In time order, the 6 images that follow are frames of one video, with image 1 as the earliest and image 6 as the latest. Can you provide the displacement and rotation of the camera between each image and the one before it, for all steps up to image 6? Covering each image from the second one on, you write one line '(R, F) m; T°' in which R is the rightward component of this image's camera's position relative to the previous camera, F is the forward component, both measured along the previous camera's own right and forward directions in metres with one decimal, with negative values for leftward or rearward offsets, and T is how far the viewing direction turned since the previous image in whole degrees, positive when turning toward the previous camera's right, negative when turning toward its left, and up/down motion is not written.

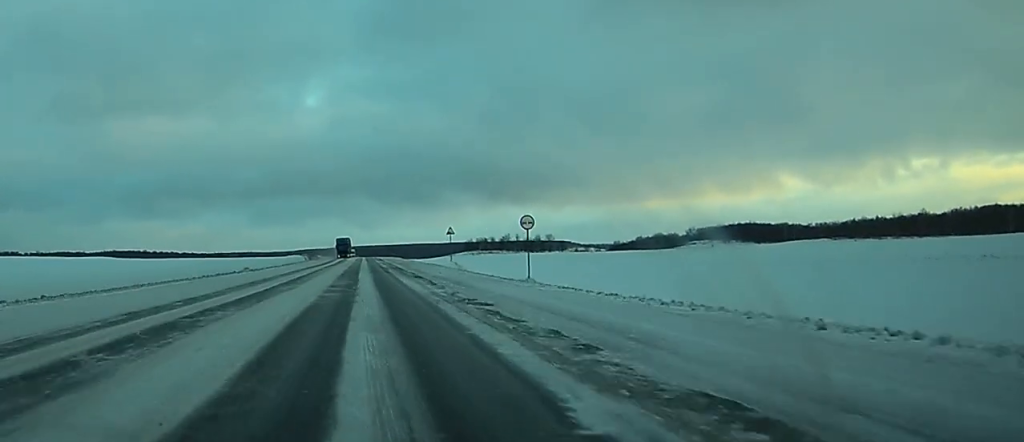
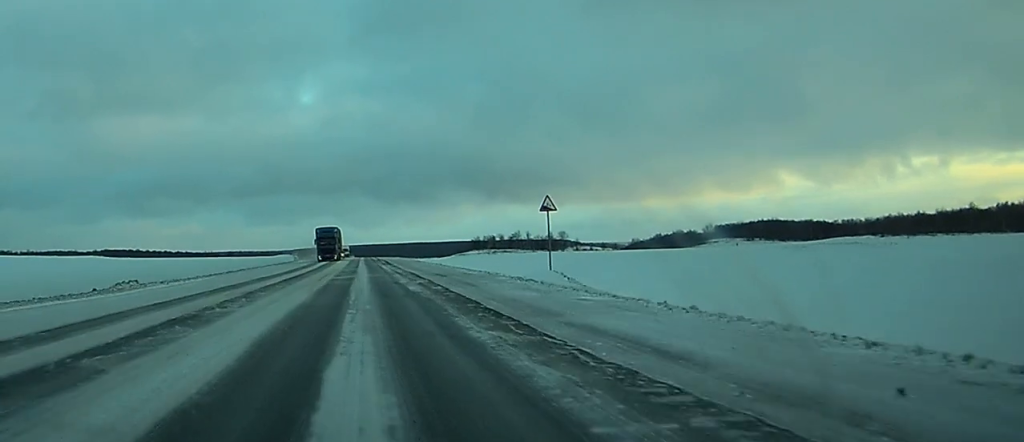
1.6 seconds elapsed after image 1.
(0.0, +47.0) m; 0°
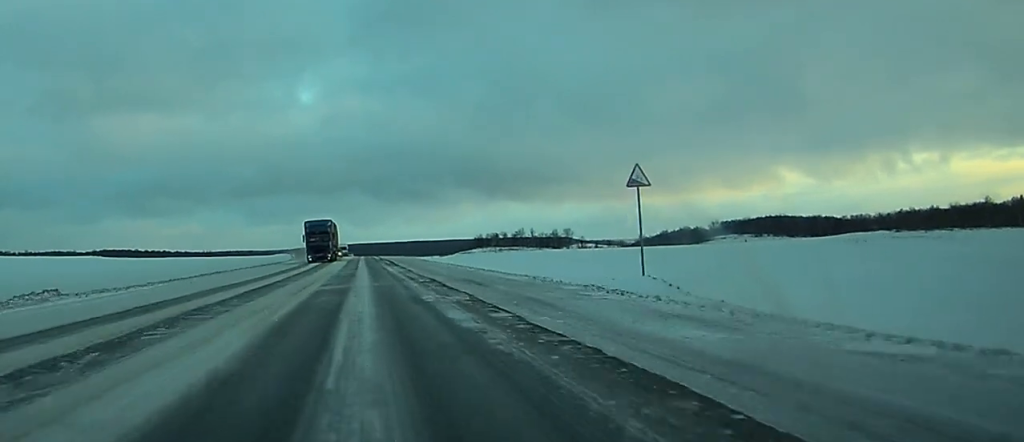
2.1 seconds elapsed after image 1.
(0.0, +13.4) m; 0°
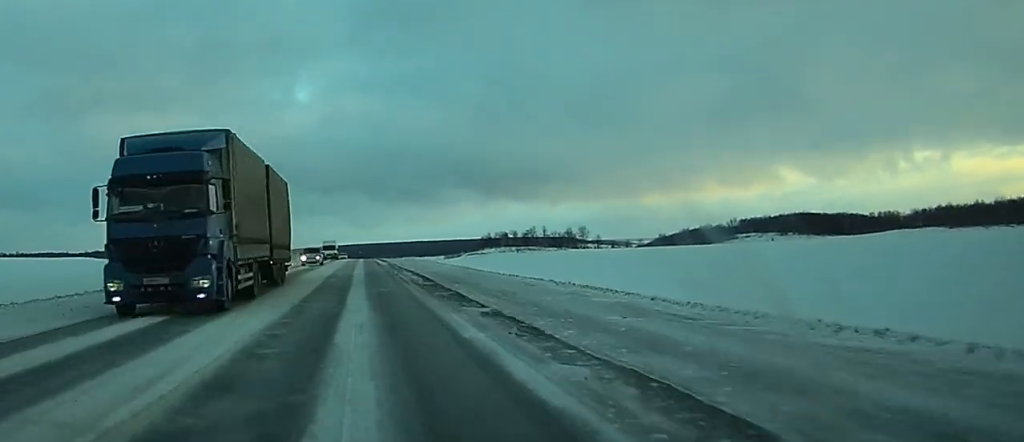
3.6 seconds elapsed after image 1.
(0.0, +42.1) m; 0°
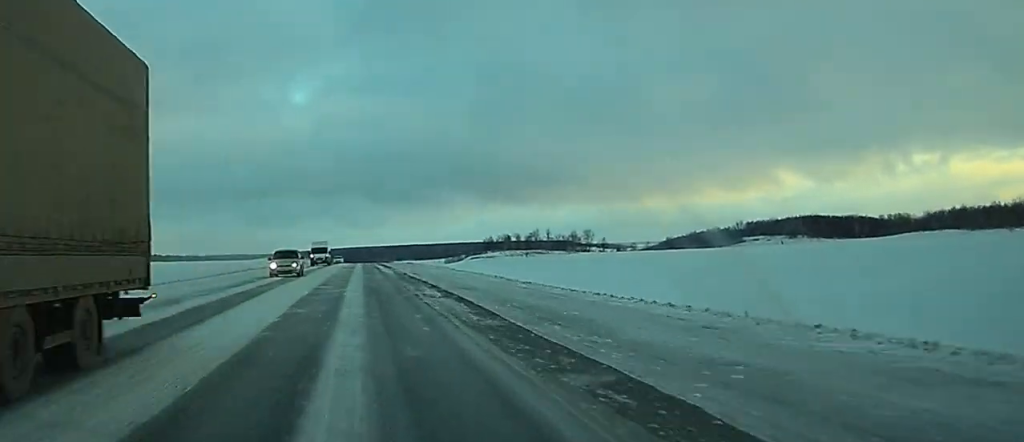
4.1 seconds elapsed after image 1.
(0.0, +15.3) m; 0°
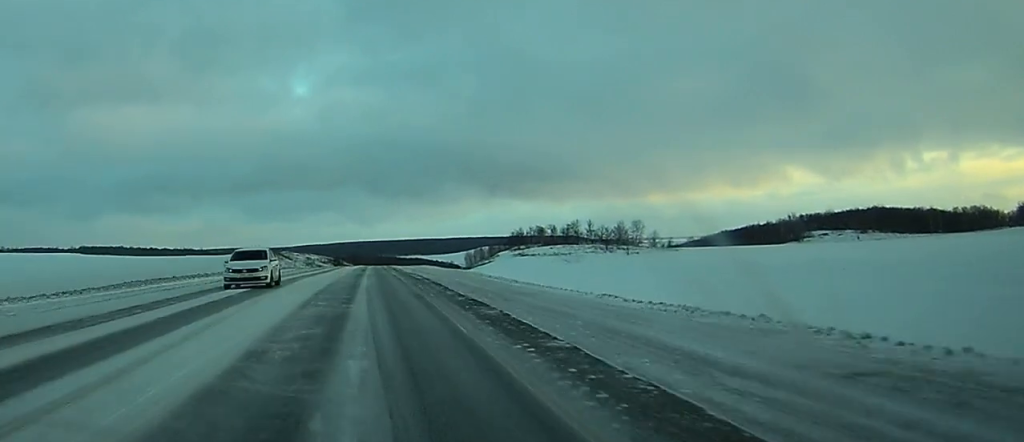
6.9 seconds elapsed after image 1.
(-0.3, +81.8) m; -1°
